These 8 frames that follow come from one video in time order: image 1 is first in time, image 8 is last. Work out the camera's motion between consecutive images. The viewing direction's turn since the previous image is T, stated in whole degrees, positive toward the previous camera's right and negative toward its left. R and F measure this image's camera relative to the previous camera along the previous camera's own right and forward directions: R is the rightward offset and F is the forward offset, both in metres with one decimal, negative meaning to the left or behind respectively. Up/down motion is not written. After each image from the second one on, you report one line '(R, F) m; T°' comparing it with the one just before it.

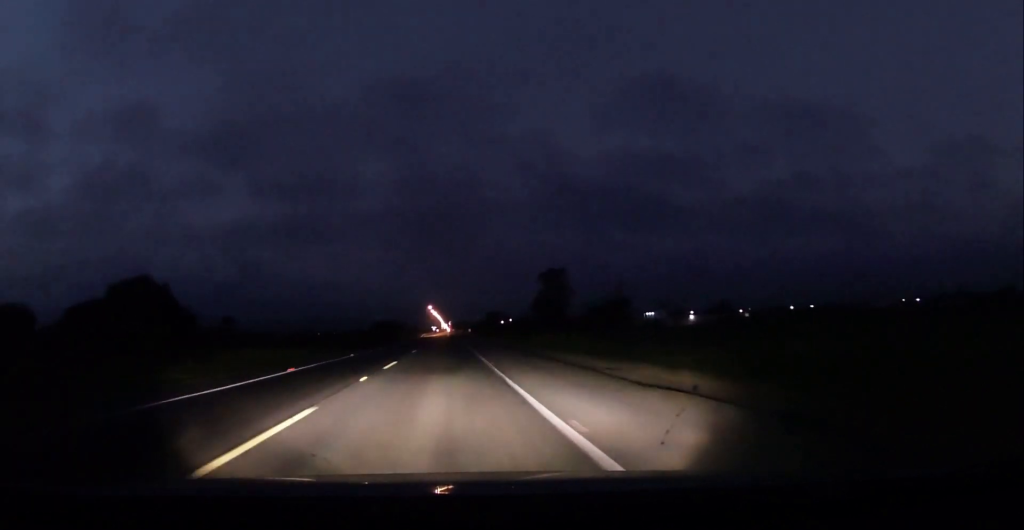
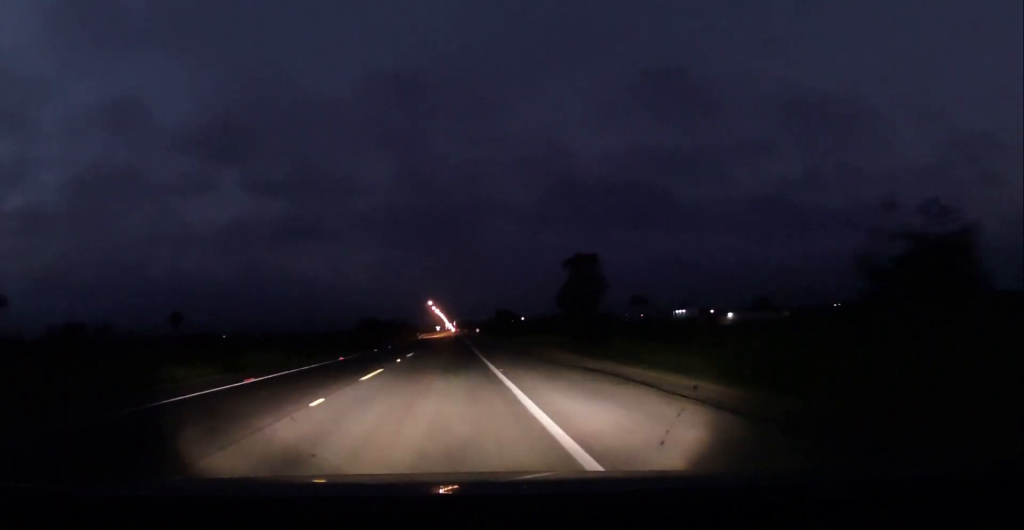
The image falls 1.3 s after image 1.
(0.0, +35.9) m; 0°
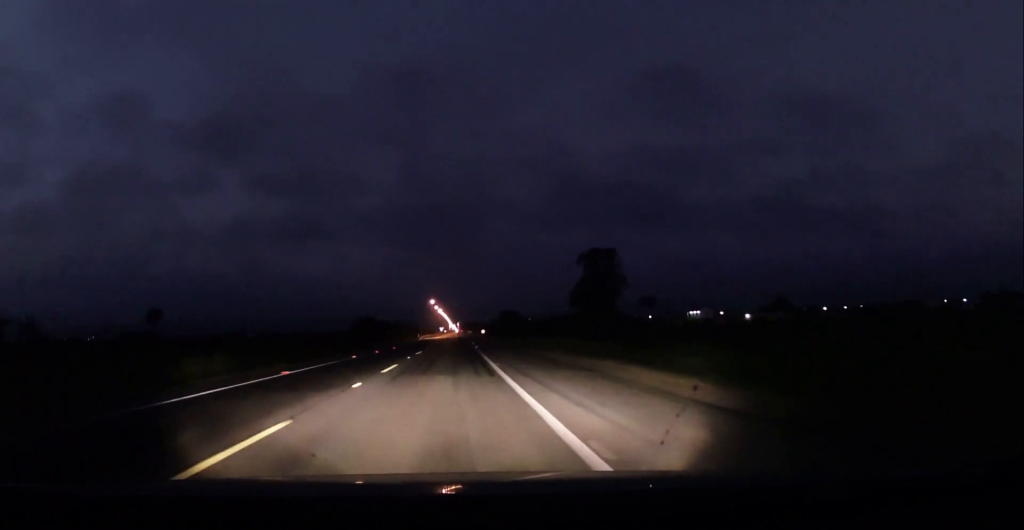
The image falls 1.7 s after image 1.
(-0.1, +12.3) m; 0°
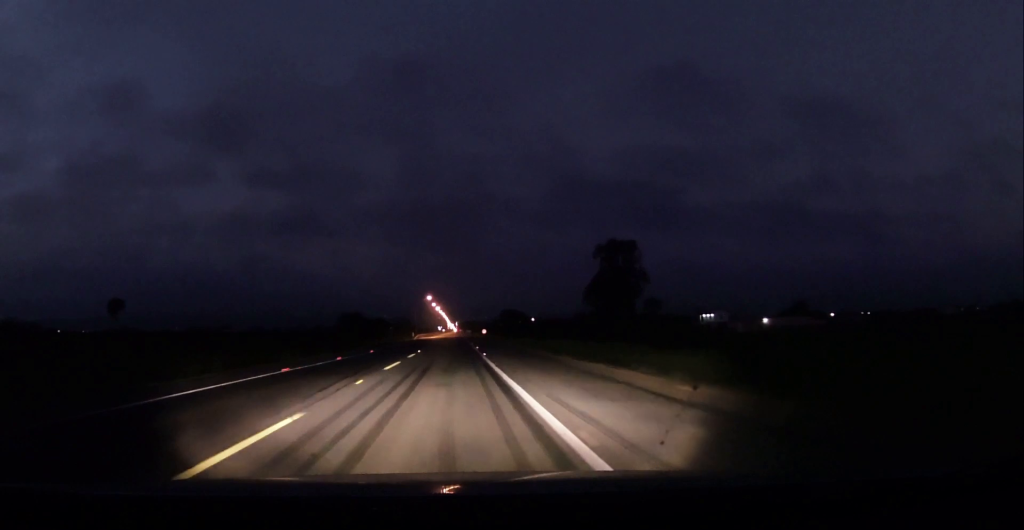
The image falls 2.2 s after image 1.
(0.0, +15.2) m; 0°
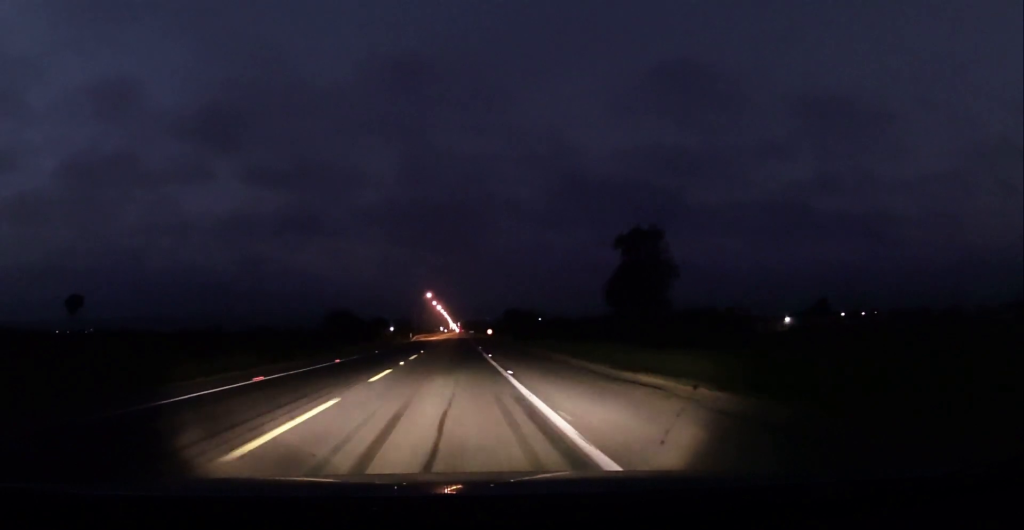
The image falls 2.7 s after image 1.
(+0.1, +14.2) m; 0°
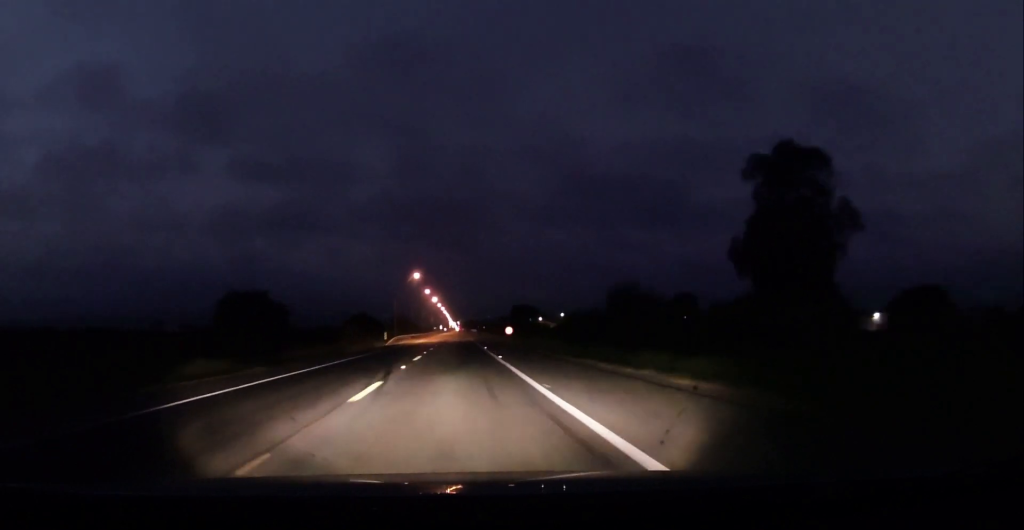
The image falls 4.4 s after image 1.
(-0.4, +48.2) m; -1°
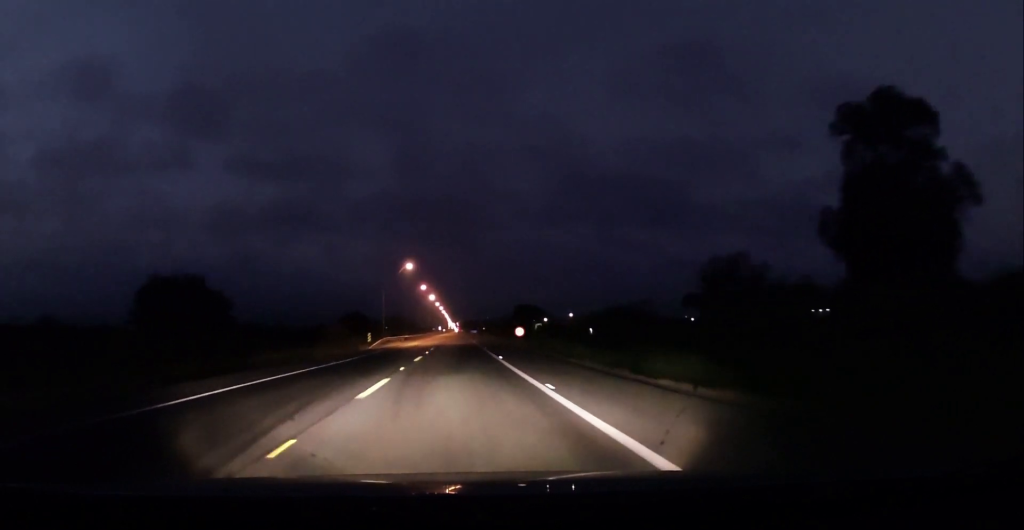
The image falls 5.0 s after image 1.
(0.0, +15.1) m; 0°
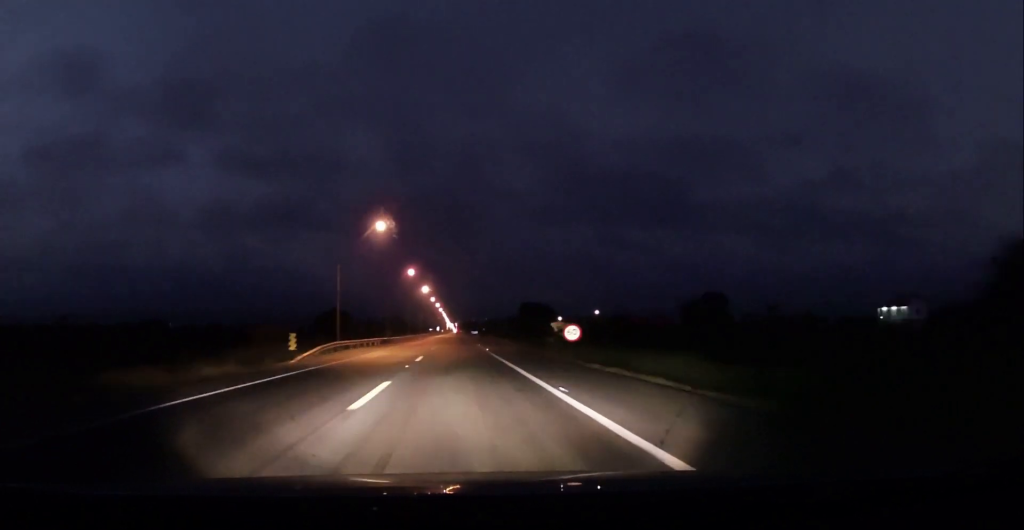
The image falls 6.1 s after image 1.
(-0.1, +32.3) m; 0°
